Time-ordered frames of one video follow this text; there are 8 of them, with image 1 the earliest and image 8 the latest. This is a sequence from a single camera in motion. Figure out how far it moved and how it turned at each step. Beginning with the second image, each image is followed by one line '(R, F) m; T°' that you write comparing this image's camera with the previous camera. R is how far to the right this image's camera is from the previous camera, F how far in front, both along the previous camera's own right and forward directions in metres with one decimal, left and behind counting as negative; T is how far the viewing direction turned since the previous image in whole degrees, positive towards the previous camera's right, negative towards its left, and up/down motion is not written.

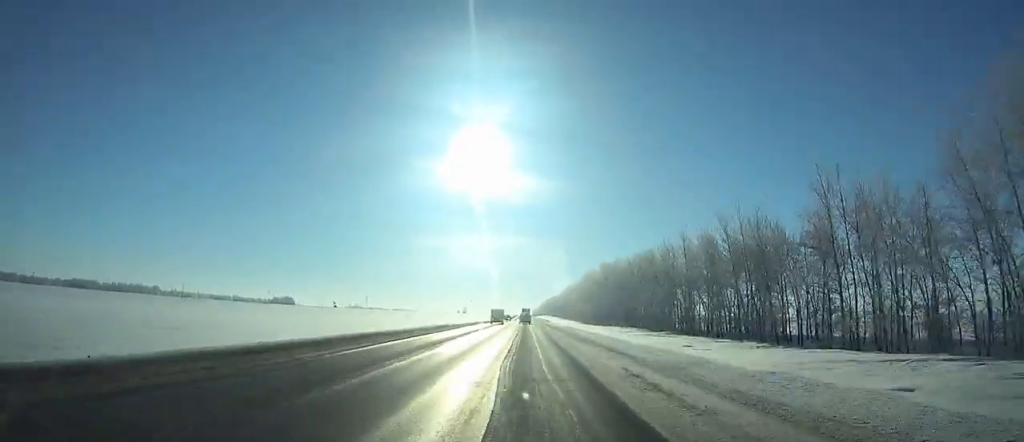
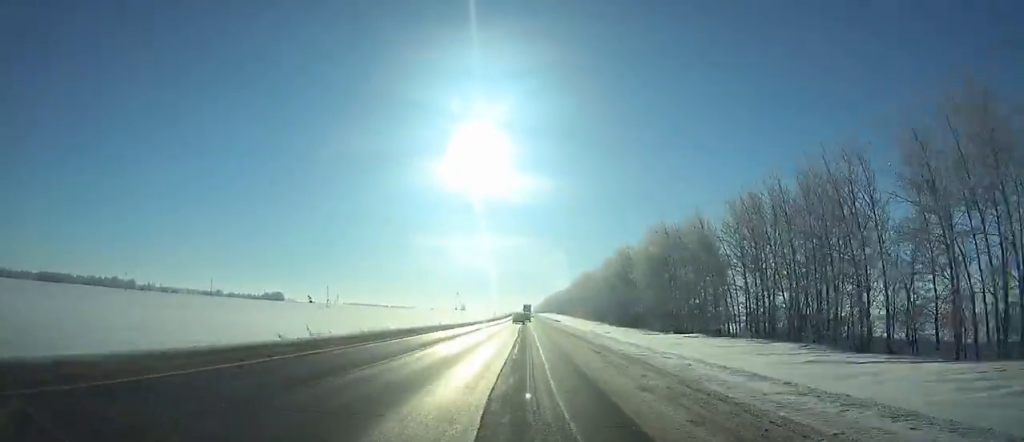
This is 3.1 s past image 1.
(0.0, +66.6) m; 0°
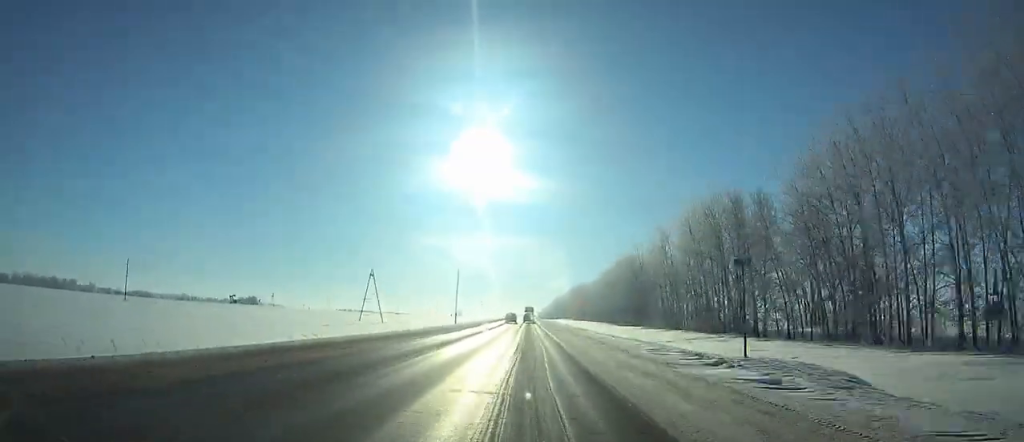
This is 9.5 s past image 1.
(-0.2, +134.4) m; 0°
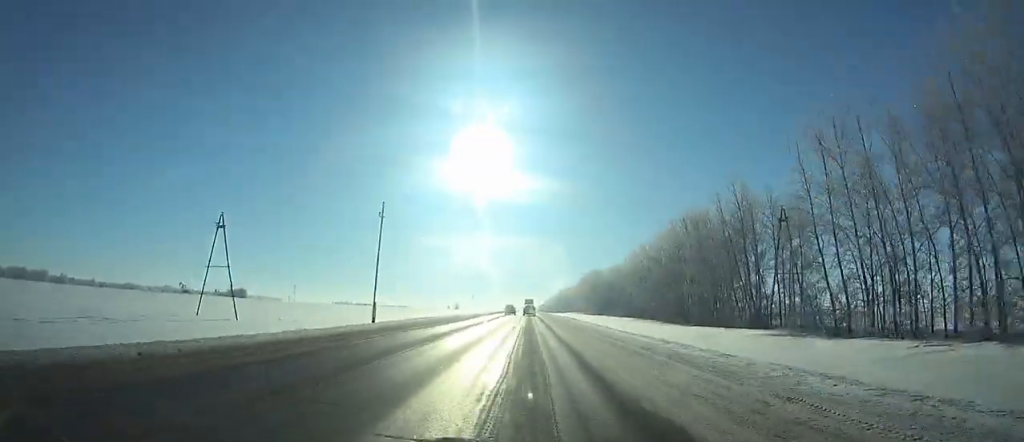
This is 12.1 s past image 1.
(+0.1, +53.6) m; 0°
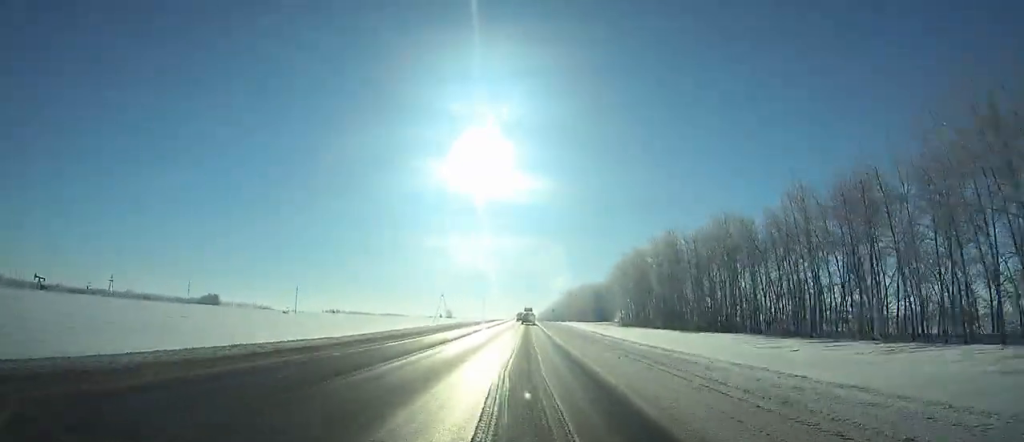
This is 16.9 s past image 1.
(0.0, +104.5) m; 0°
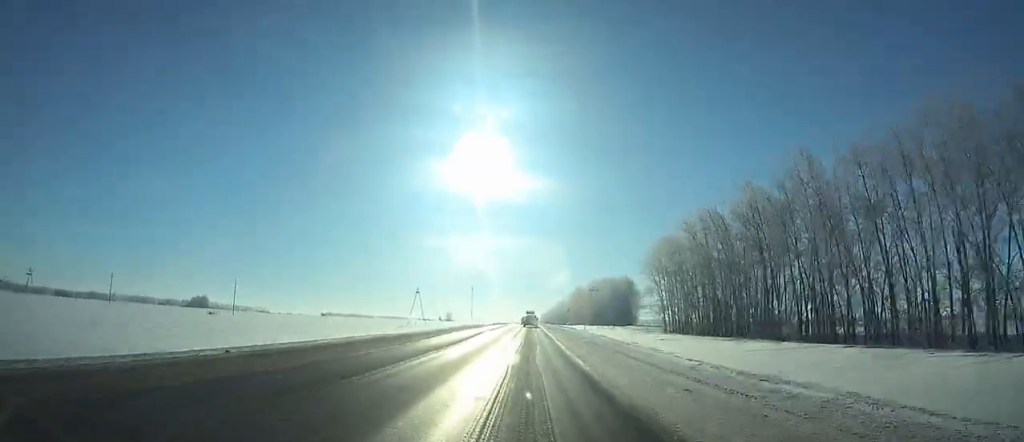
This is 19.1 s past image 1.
(-0.1, +50.8) m; 0°
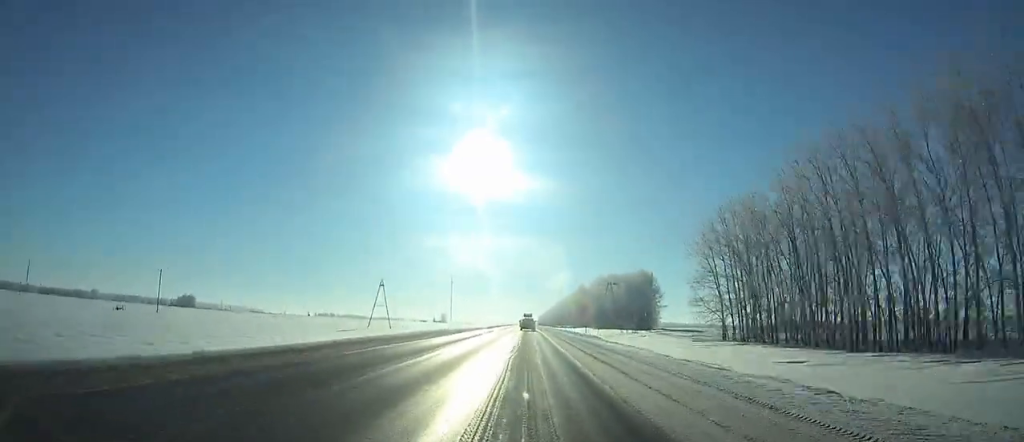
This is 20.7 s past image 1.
(0.0, +37.7) m; 0°
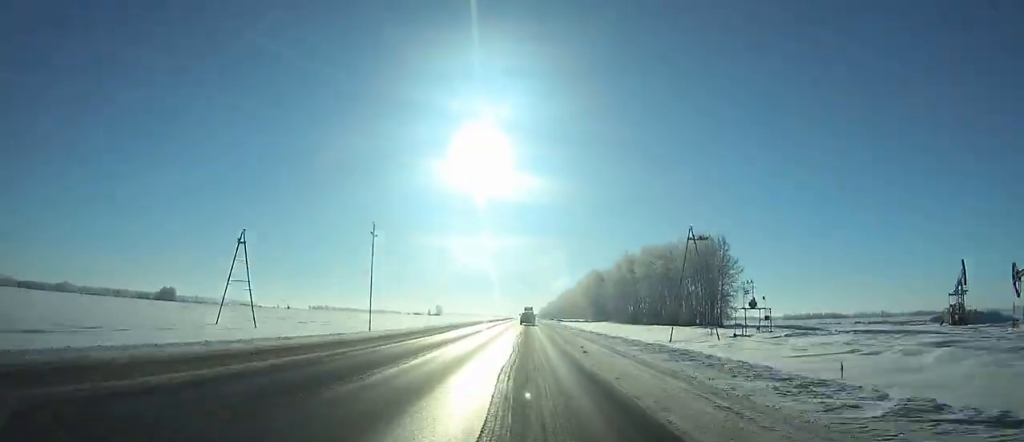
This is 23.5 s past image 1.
(0.0, +65.3) m; 0°
